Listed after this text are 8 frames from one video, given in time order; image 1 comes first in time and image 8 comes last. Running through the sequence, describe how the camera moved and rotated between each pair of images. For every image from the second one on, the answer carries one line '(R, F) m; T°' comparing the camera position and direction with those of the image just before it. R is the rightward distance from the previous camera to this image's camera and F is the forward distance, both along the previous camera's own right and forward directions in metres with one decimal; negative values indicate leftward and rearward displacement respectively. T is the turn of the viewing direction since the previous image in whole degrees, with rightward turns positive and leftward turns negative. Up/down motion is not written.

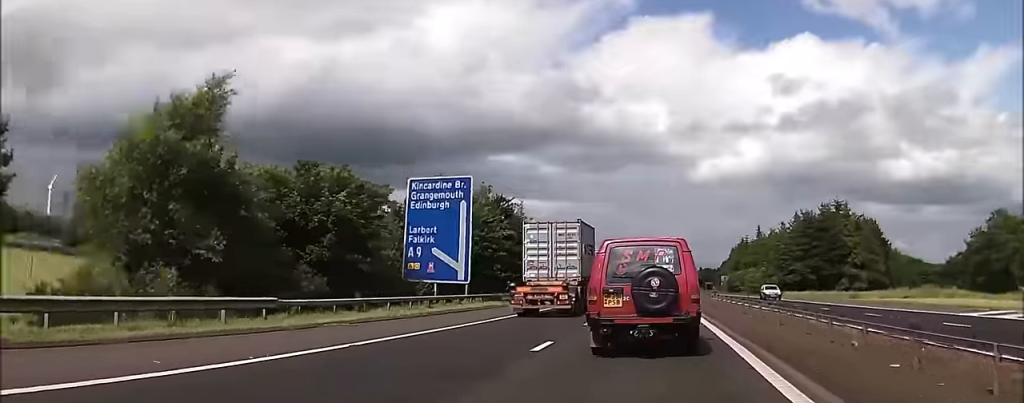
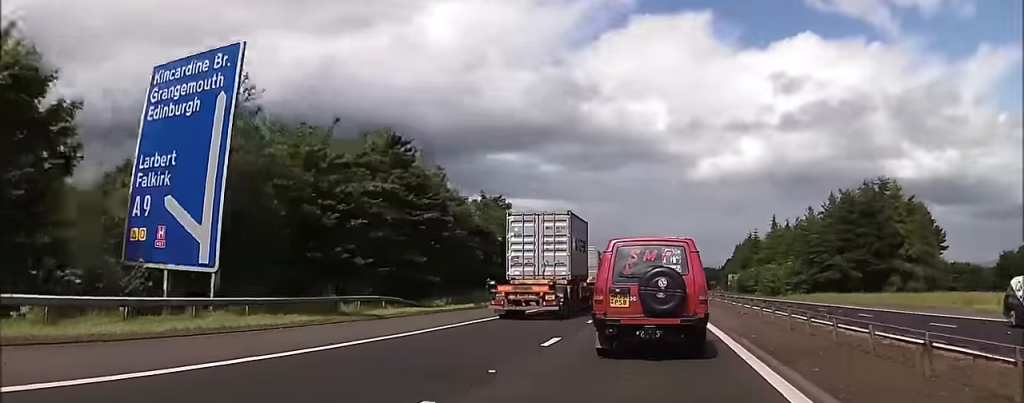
(0.0, +24.3) m; 0°
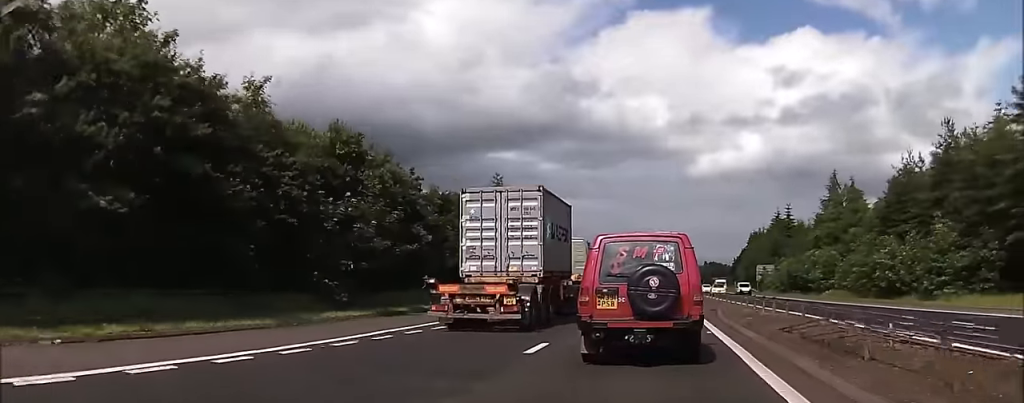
(+0.4, +51.7) m; 0°
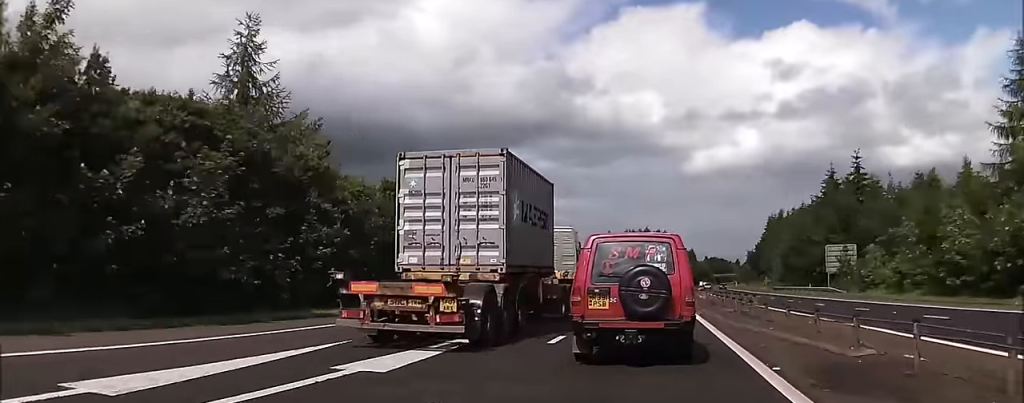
(-0.2, +58.8) m; 0°
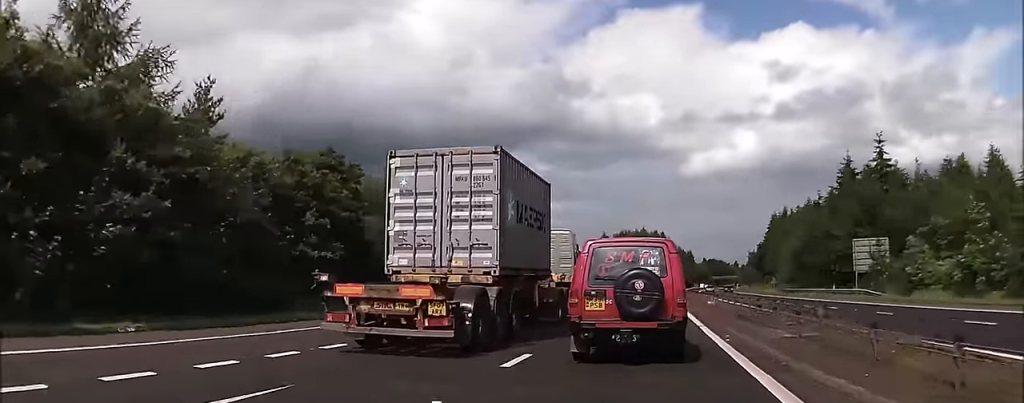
(-0.2, +12.8) m; 0°
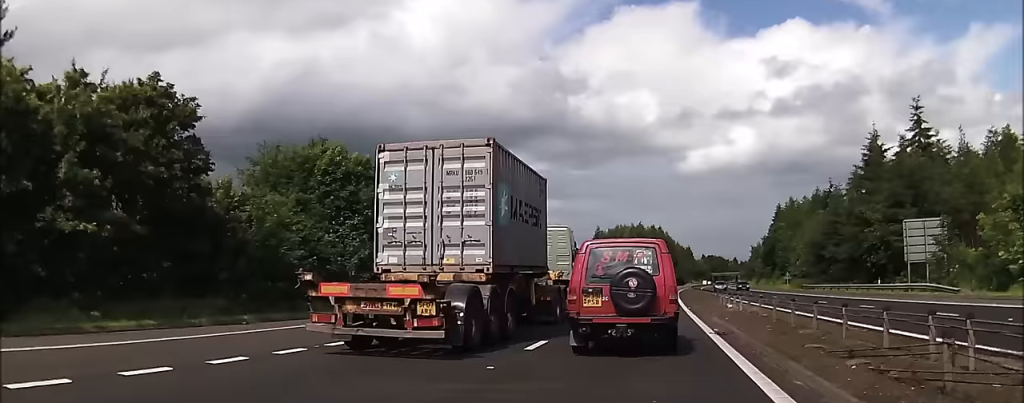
(+0.2, +15.0) m; 0°
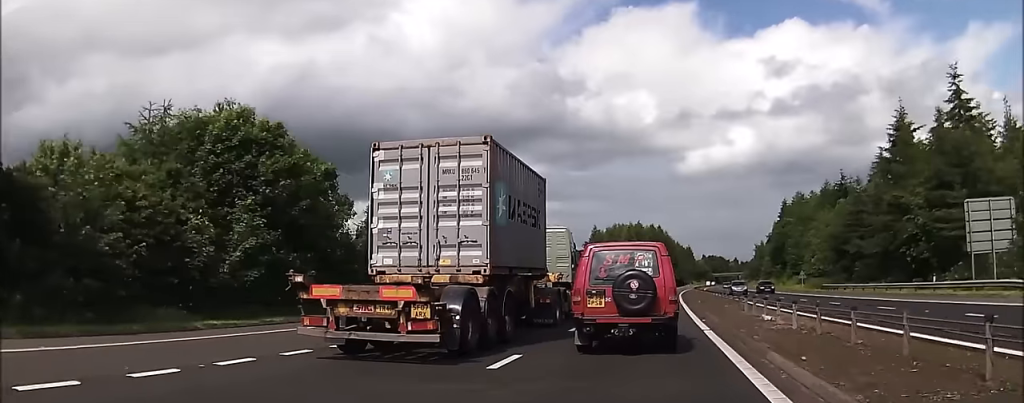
(+0.2, +11.4) m; 0°
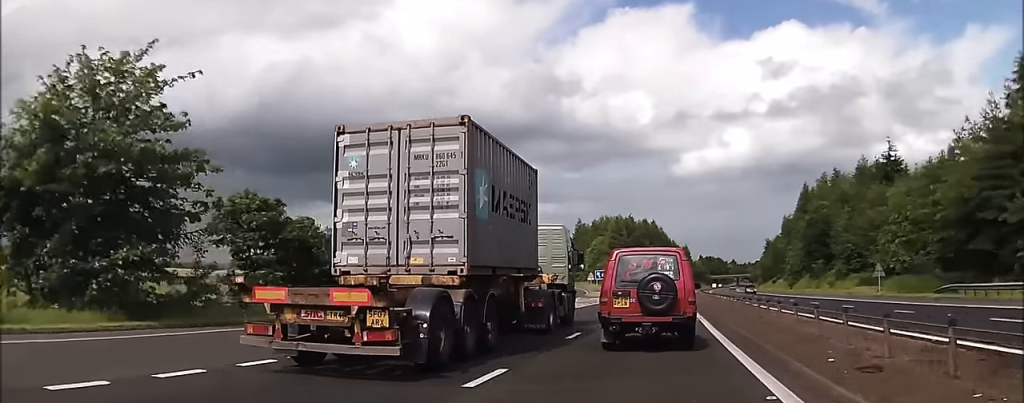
(-0.3, +34.5) m; 0°
